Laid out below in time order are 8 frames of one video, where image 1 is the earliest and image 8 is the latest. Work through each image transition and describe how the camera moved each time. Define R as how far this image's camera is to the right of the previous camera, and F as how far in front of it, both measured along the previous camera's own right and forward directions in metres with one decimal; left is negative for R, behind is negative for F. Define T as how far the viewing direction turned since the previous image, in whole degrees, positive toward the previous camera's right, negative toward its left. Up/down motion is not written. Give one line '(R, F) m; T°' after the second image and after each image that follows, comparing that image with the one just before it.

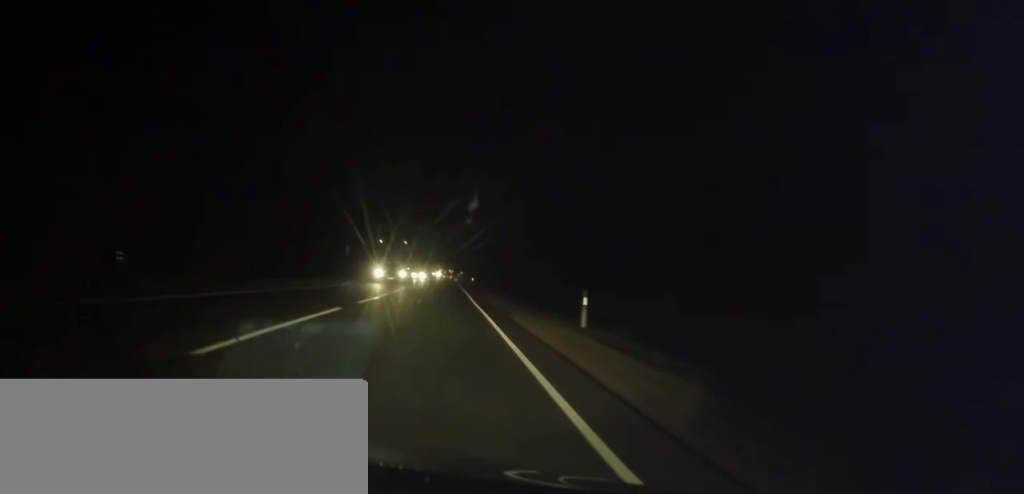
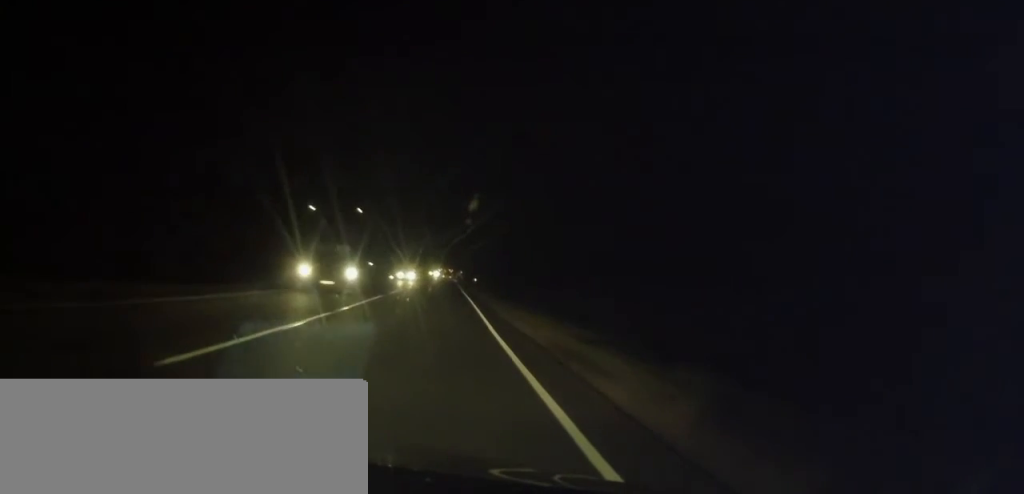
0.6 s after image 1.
(0.0, +13.2) m; 0°
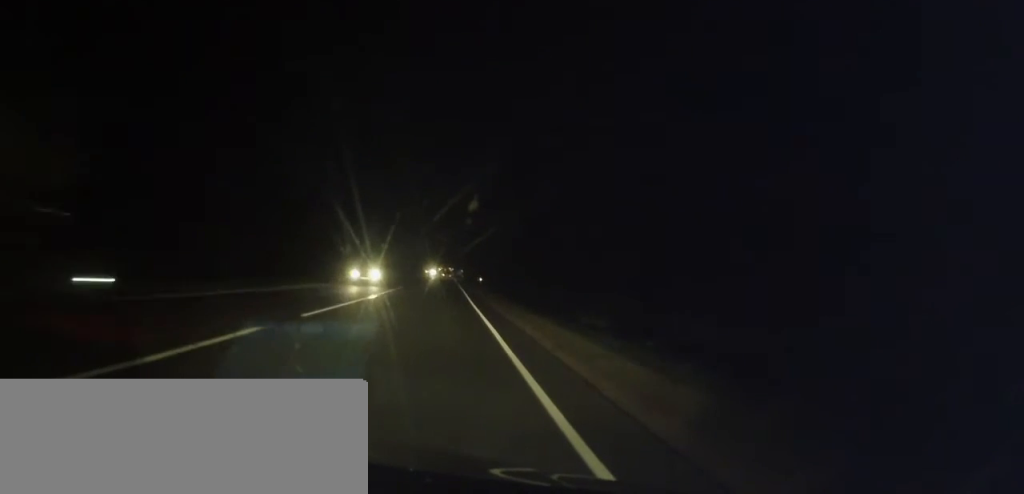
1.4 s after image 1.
(0.0, +16.9) m; 0°
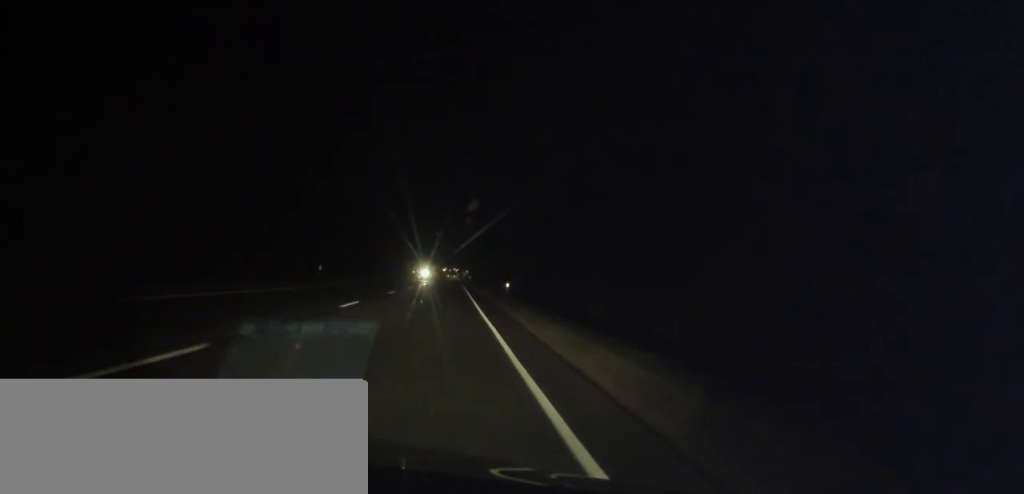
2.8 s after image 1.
(0.0, +31.6) m; 0°
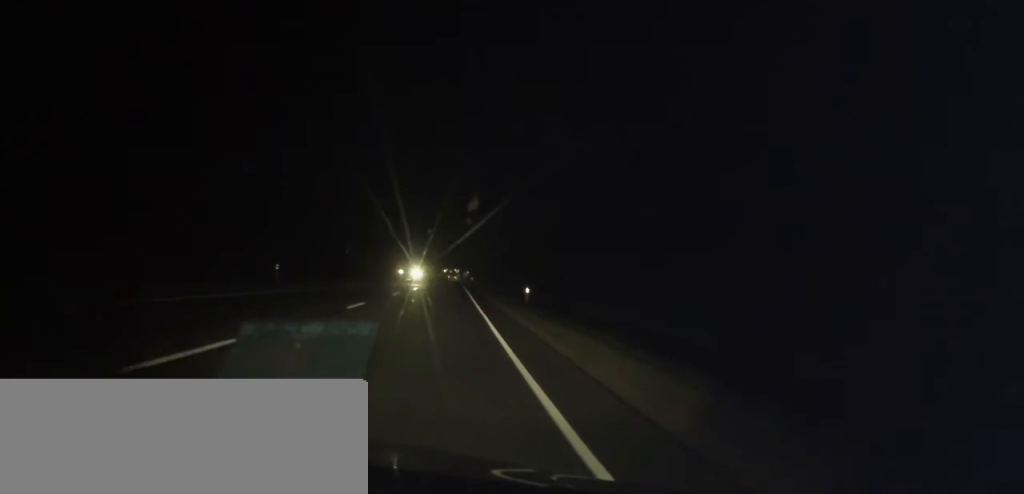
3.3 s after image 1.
(0.0, +11.1) m; 0°
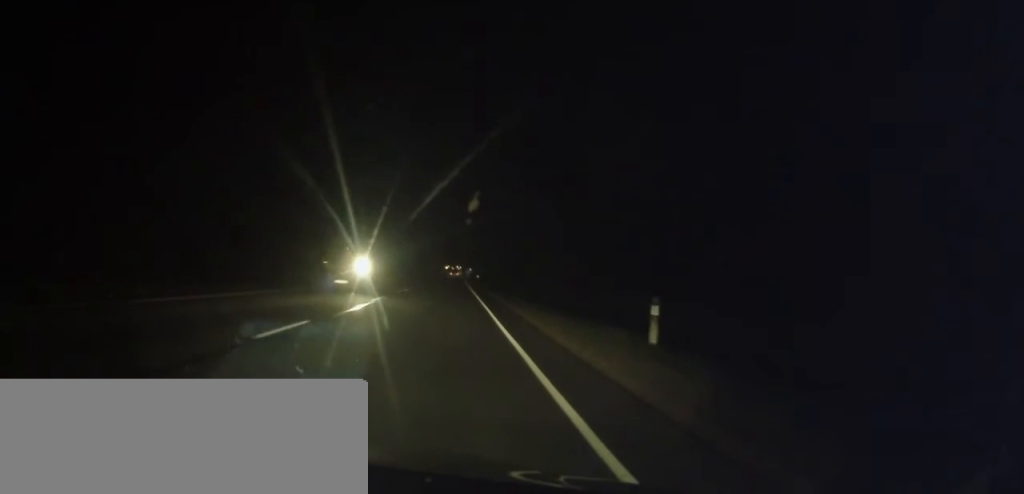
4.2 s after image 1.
(0.0, +20.0) m; 0°
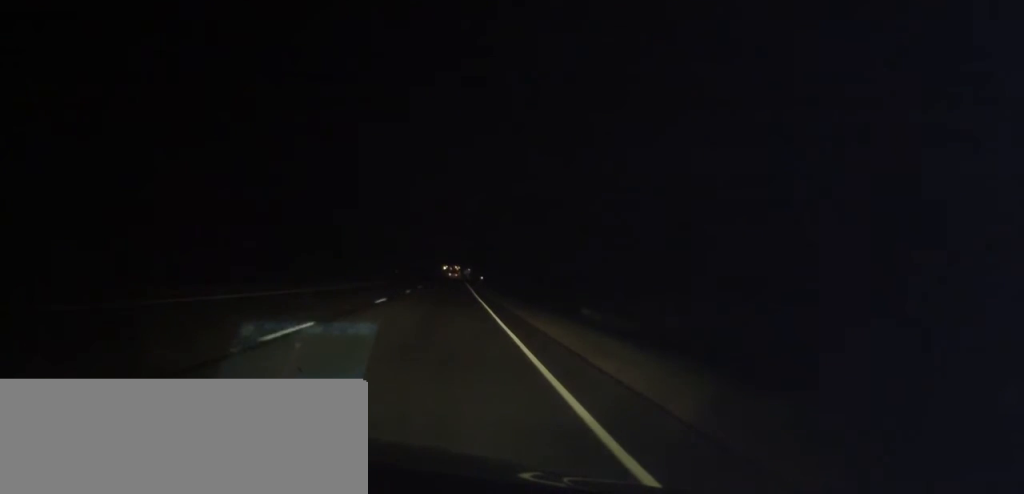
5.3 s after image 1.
(-0.2, +24.0) m; -1°
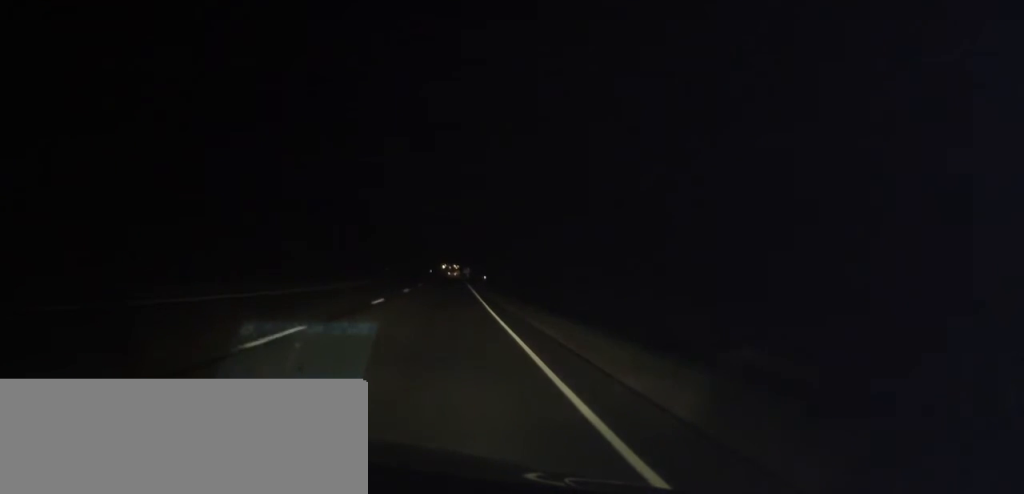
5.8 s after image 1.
(-0.3, +12.8) m; 0°
